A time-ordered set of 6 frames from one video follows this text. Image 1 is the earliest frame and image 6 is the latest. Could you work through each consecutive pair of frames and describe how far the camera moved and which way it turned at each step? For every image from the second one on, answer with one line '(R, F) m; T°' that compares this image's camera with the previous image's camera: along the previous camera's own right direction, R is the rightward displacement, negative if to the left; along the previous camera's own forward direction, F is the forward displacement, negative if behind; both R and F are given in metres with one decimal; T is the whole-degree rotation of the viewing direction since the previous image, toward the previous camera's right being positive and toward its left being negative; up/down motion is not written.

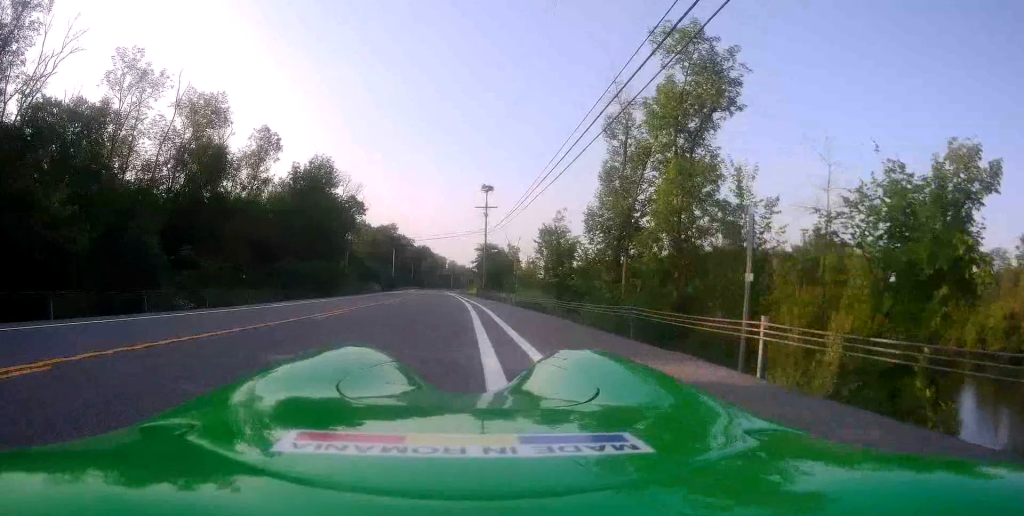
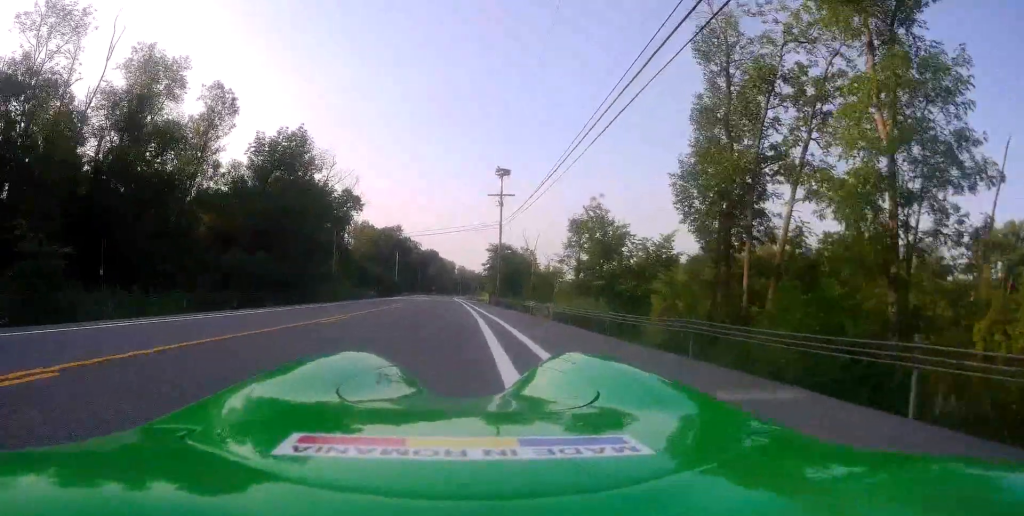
(-0.2, +12.0) m; +3°
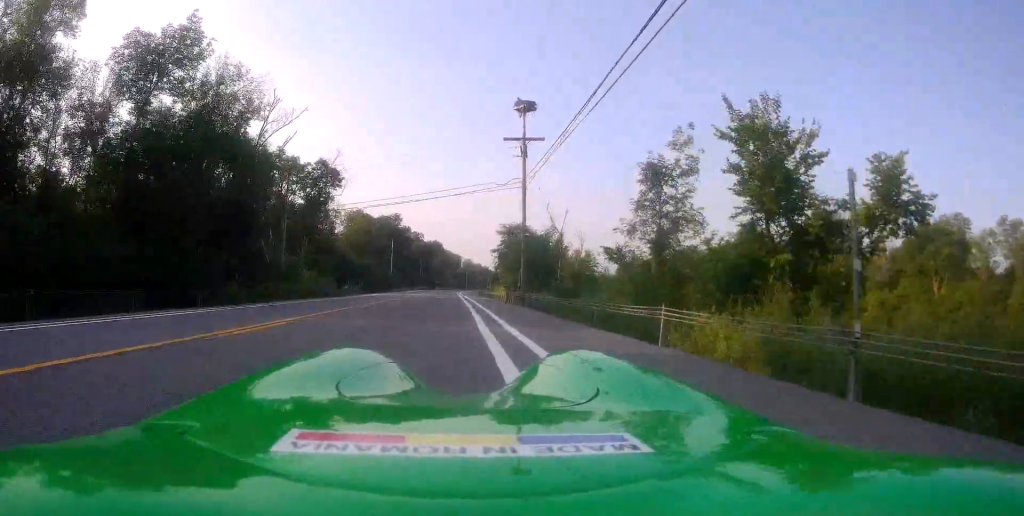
(+0.1, +18.4) m; -2°
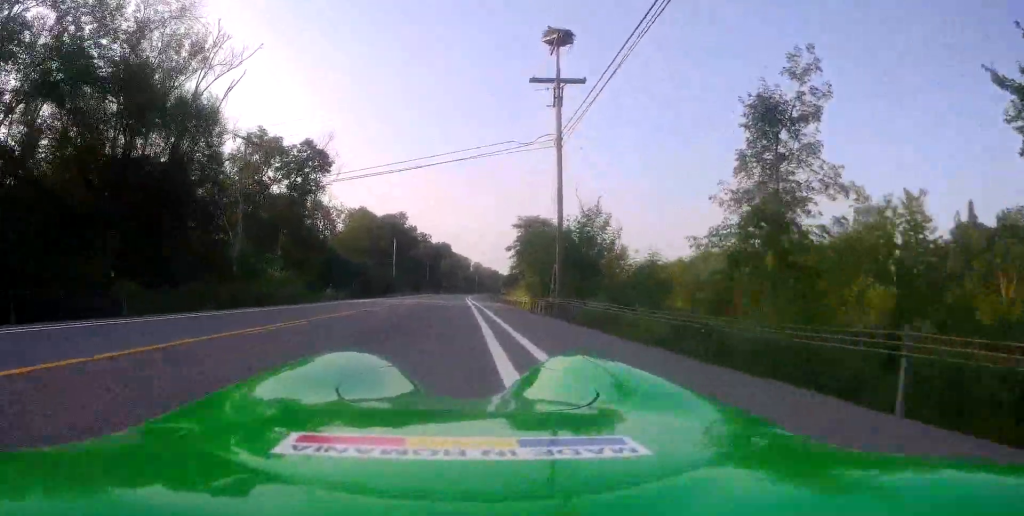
(+0.1, +10.5) m; +1°
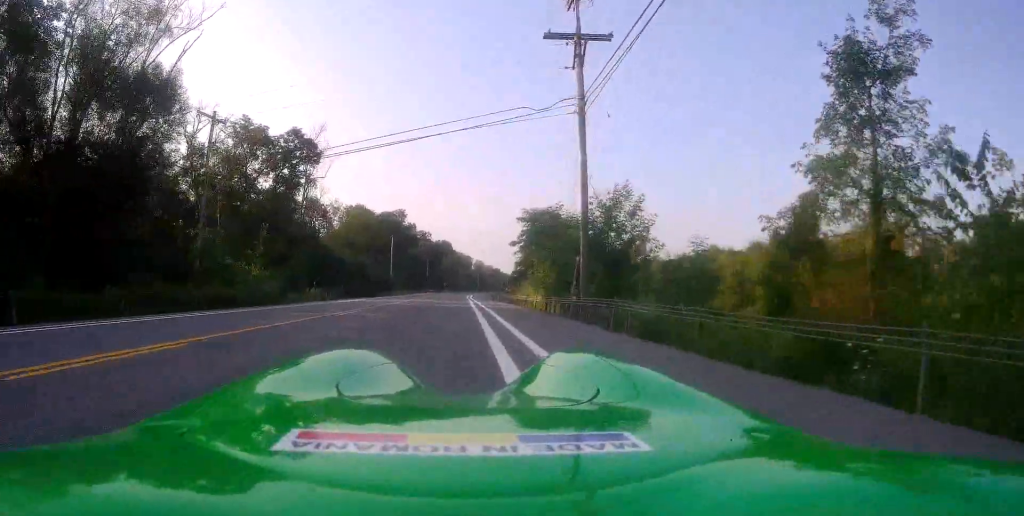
(+0.2, +5.0) m; 0°
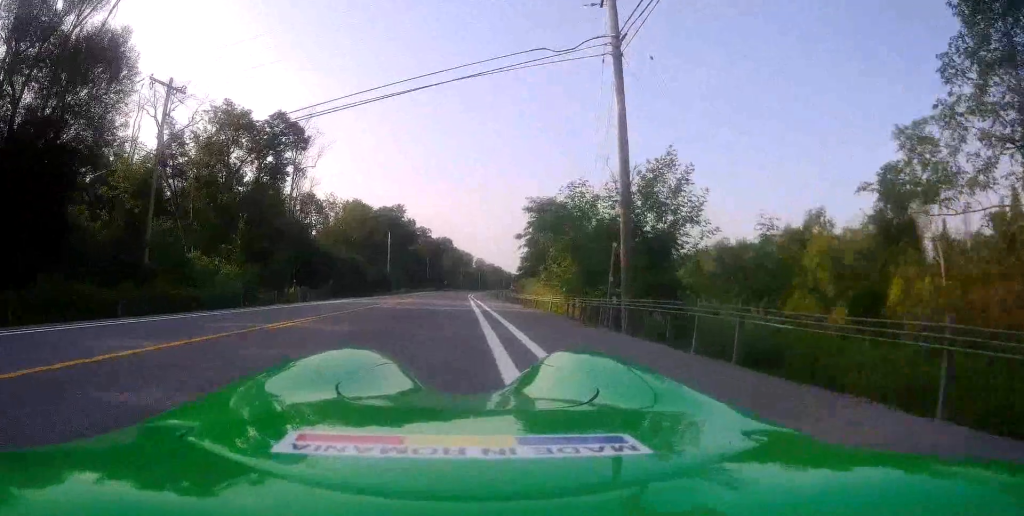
(-0.2, +5.0) m; -1°
